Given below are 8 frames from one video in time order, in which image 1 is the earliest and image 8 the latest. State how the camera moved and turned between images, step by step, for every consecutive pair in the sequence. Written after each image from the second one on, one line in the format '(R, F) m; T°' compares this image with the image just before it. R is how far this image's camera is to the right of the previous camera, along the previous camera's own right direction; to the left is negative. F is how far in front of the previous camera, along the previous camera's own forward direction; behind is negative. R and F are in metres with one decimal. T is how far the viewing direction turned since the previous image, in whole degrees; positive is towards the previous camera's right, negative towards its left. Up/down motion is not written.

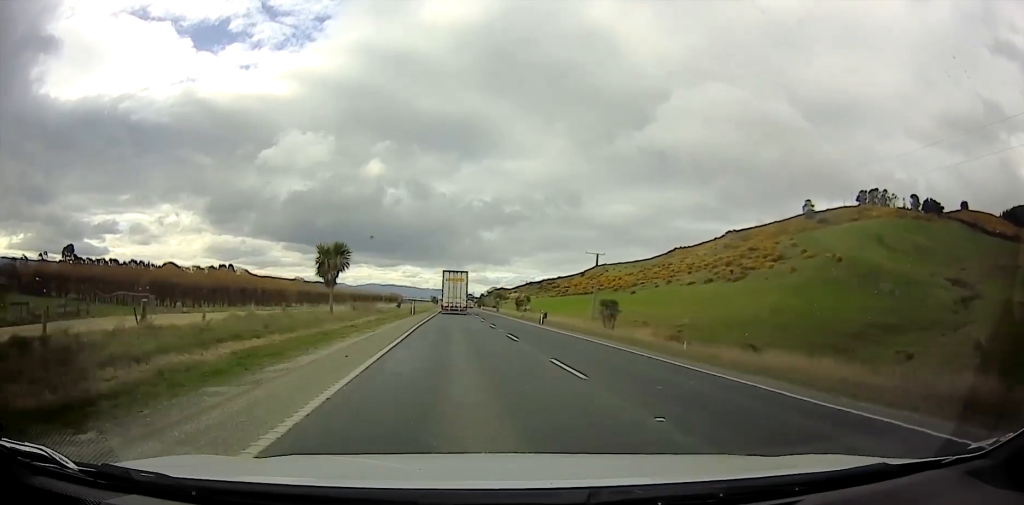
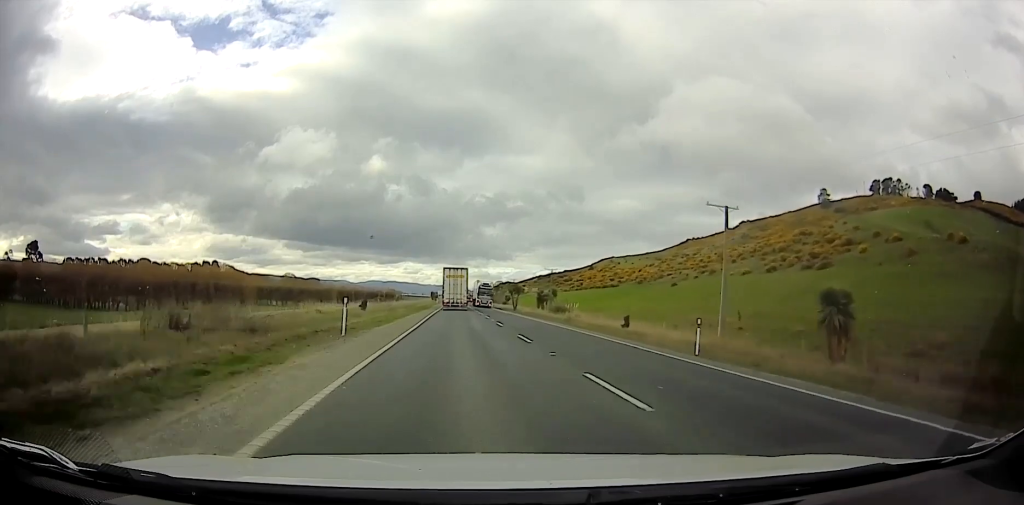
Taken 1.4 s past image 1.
(-0.1, +35.7) m; +1°
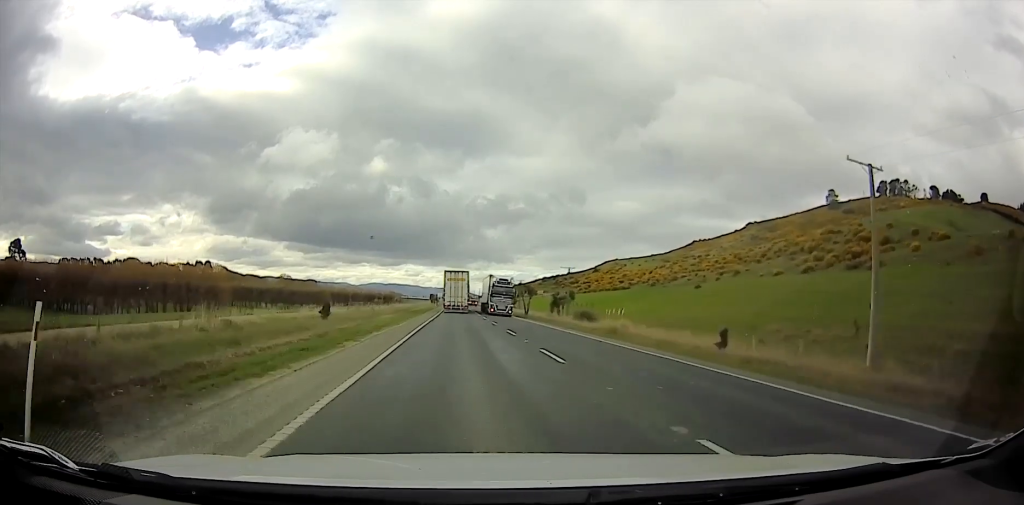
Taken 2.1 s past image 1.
(+0.1, +16.8) m; 0°
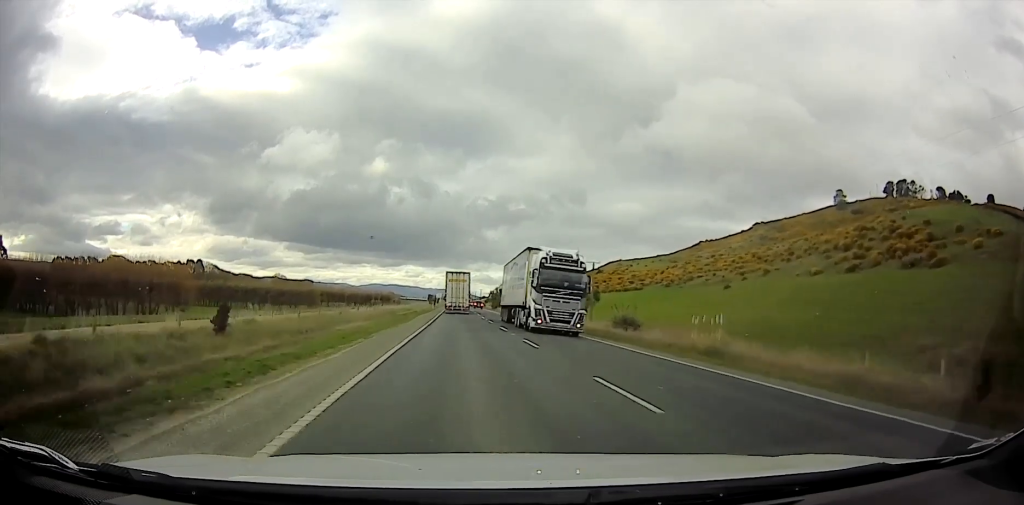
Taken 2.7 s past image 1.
(+0.3, +18.2) m; 0°
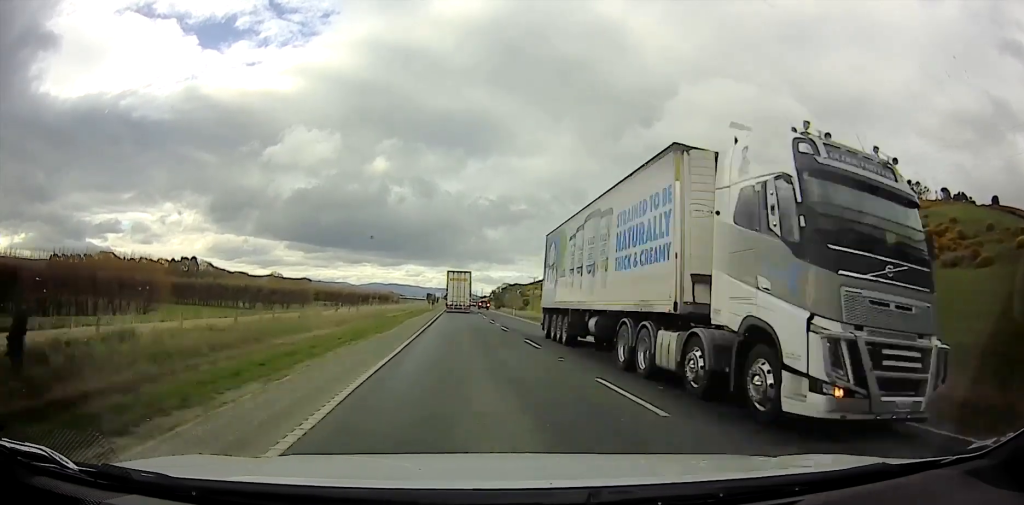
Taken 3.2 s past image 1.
(-0.2, +12.6) m; 0°
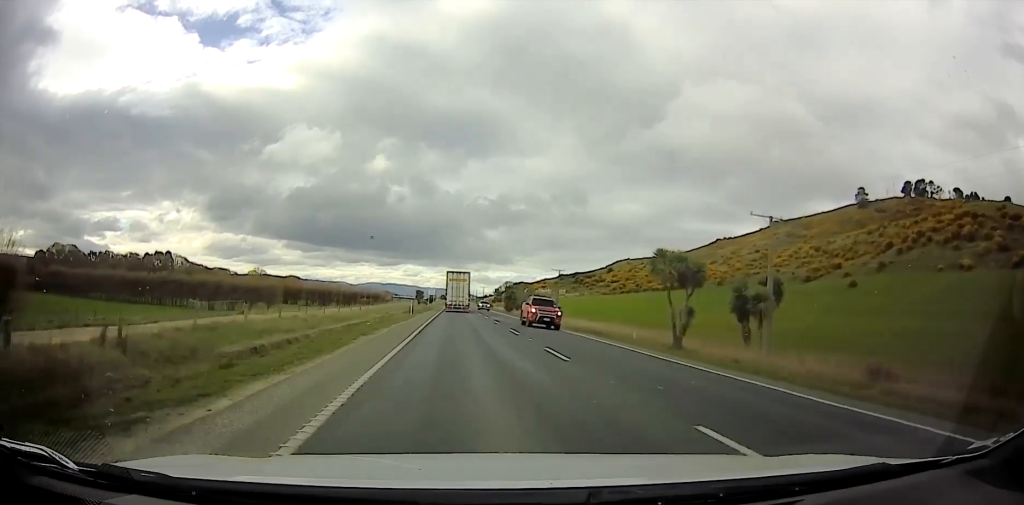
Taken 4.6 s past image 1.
(-0.4, +41.1) m; -1°
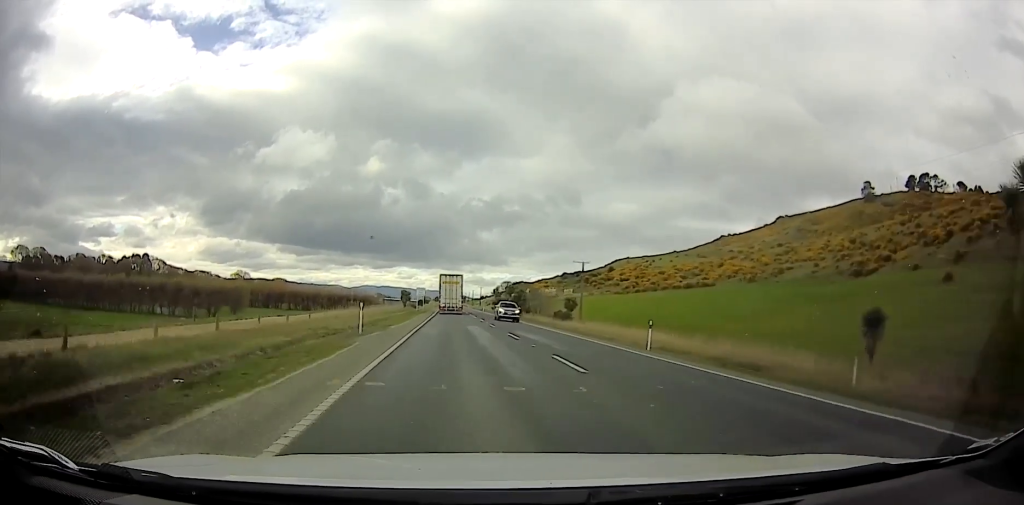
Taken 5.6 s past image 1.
(0.0, +22.2) m; 0°
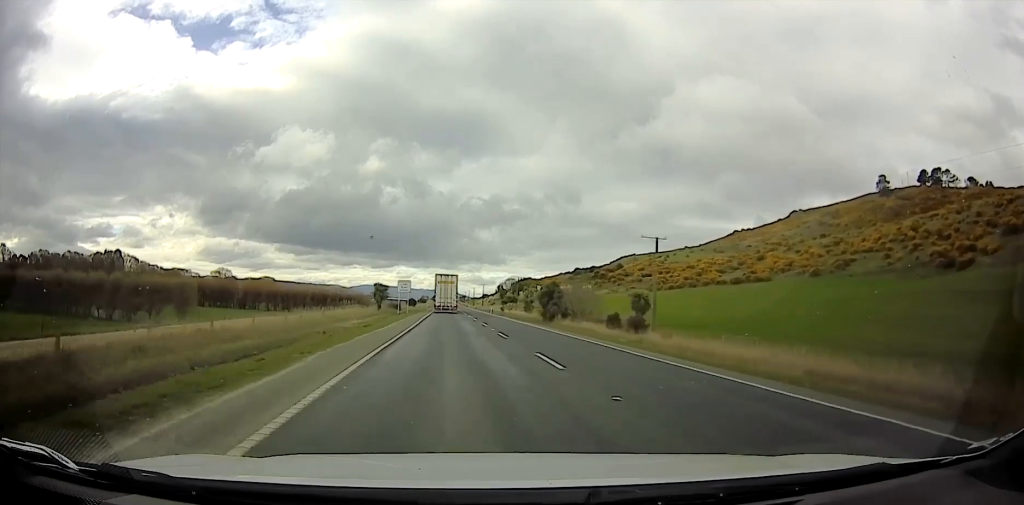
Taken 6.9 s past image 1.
(0.0, +25.1) m; 0°
